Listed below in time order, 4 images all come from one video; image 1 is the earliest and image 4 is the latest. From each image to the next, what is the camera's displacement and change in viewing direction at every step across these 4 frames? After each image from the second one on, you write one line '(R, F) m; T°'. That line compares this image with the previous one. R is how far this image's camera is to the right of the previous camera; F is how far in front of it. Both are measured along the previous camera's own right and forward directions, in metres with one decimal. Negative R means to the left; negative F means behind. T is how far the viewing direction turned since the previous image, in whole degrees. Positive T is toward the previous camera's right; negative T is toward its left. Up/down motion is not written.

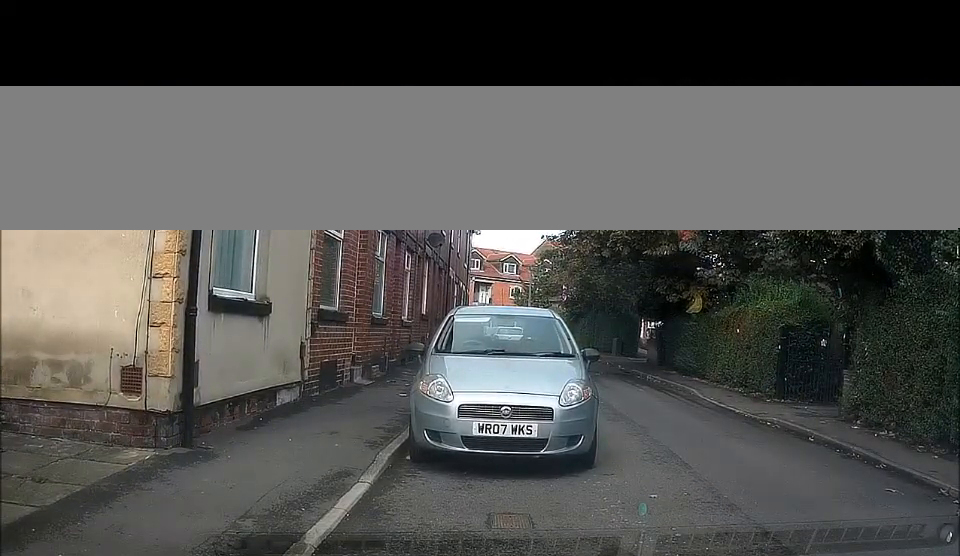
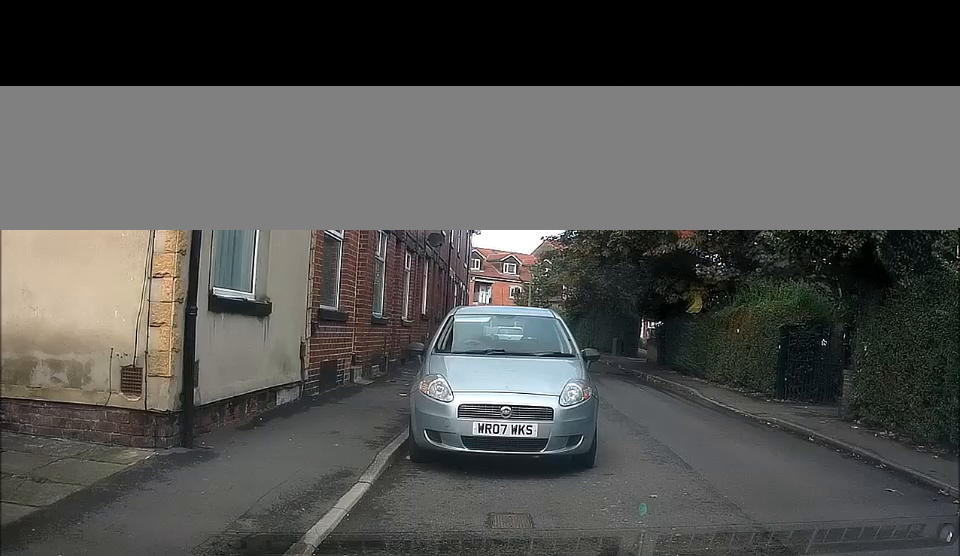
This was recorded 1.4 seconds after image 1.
(0.0, 0.0) m; 0°
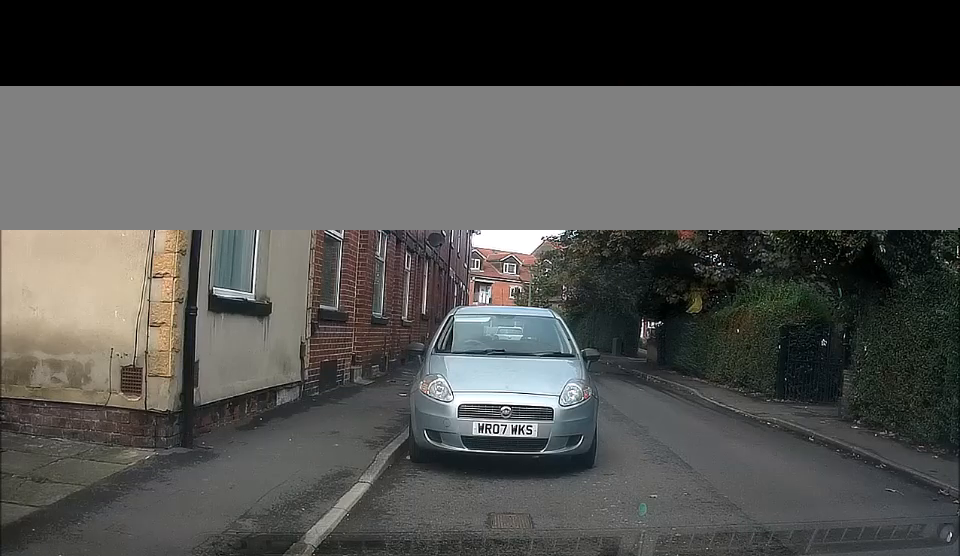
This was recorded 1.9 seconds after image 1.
(0.0, 0.0) m; 0°
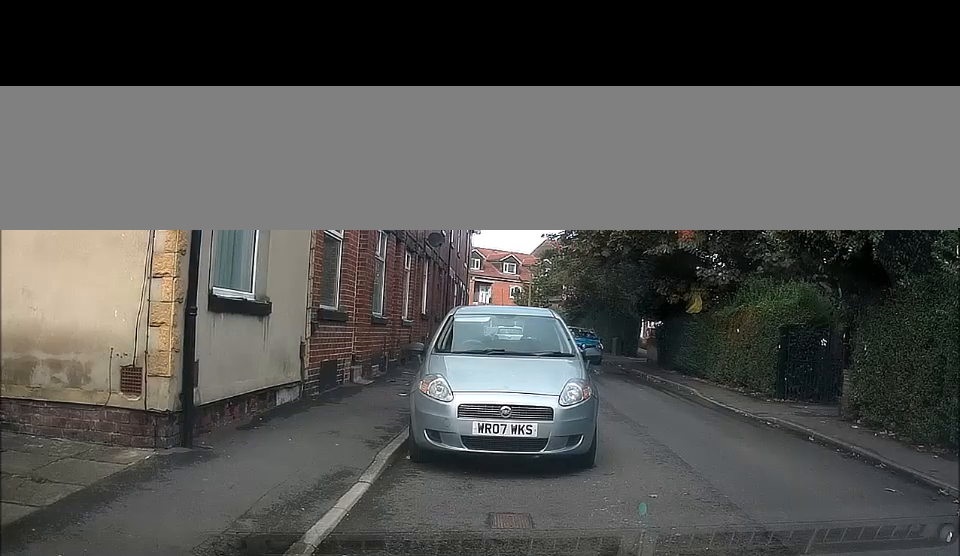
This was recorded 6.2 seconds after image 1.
(0.0, 0.0) m; 0°
